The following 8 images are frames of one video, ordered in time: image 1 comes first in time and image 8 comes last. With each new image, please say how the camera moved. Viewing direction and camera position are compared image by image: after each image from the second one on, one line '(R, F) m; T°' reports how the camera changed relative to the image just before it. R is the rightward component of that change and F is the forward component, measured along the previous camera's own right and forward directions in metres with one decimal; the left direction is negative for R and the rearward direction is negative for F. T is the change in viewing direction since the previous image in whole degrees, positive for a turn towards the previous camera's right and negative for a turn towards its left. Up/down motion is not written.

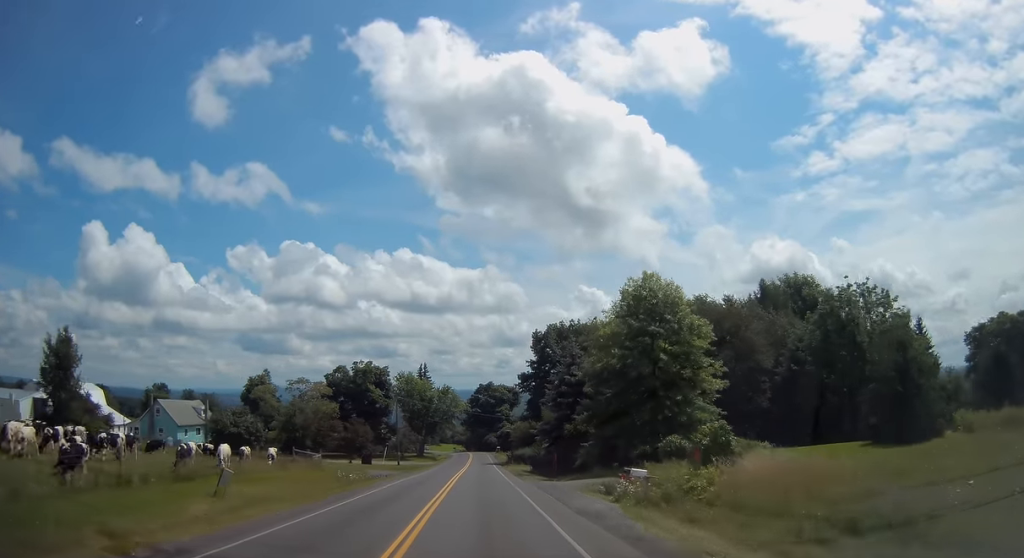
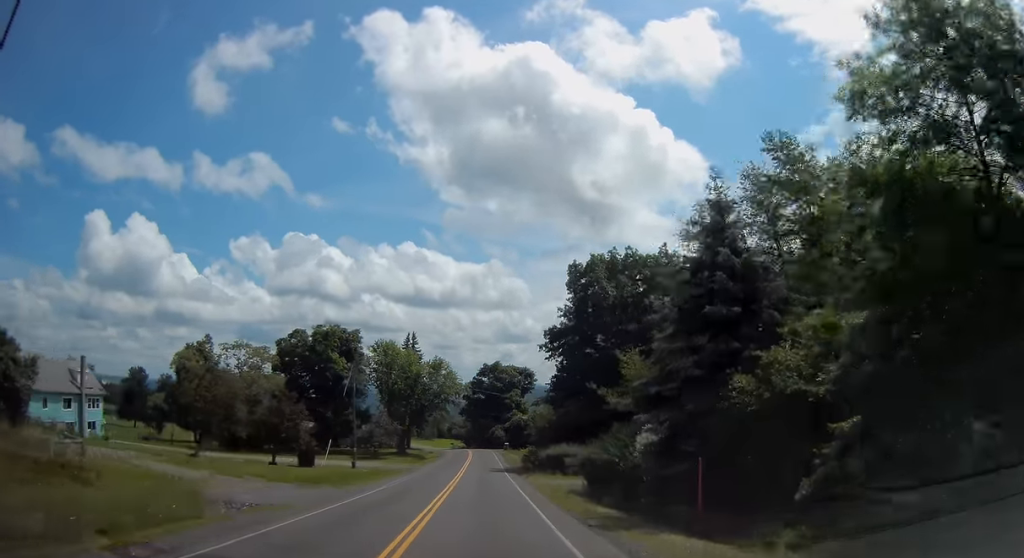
(+0.1, +30.2) m; +1°
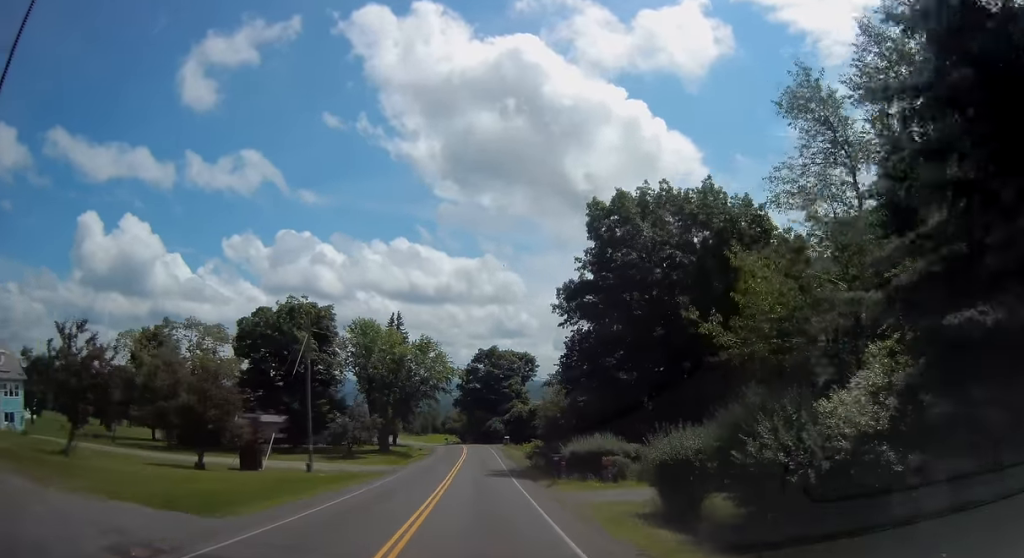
(+0.1, +12.8) m; 0°
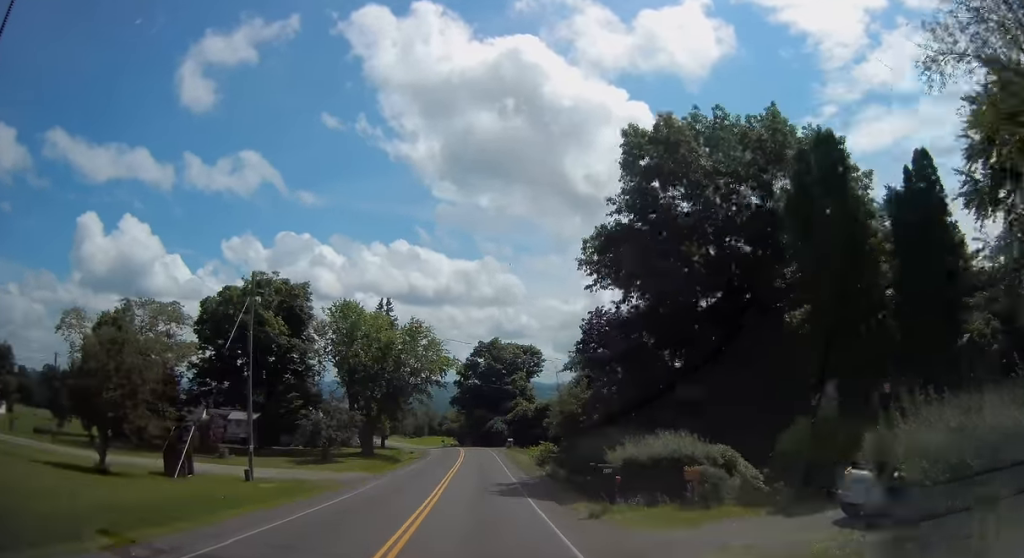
(0.0, +10.6) m; 0°
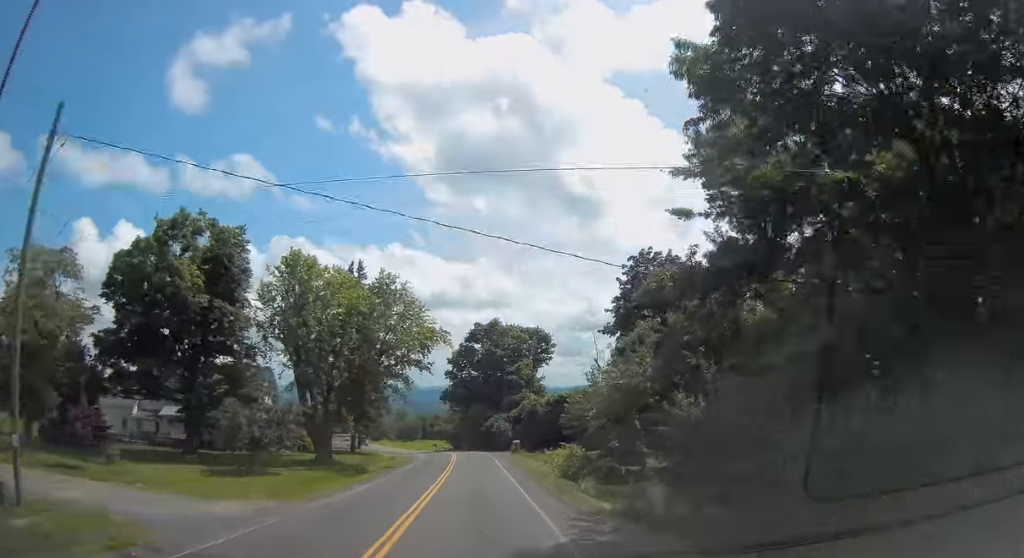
(0.0, +17.0) m; -1°
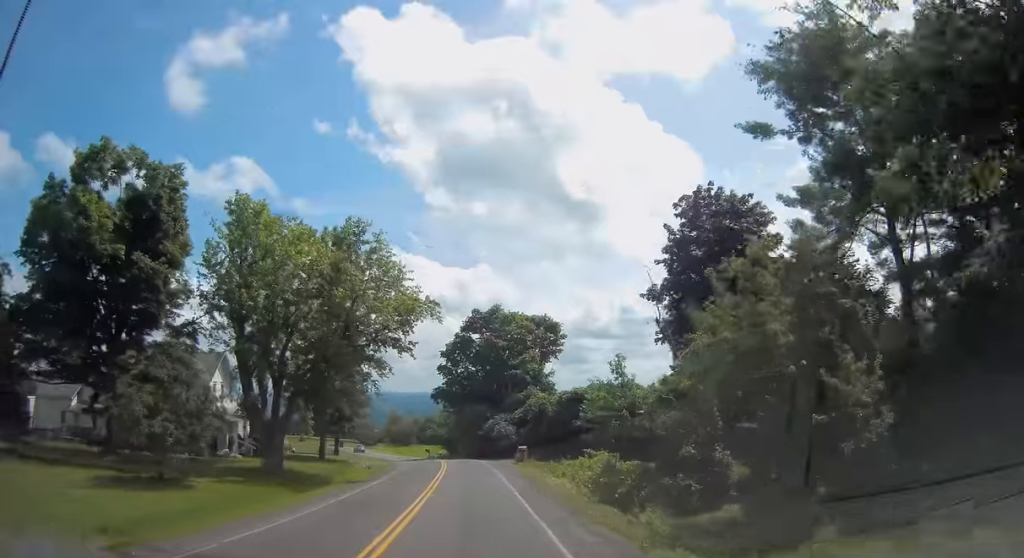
(0.0, +11.3) m; 0°
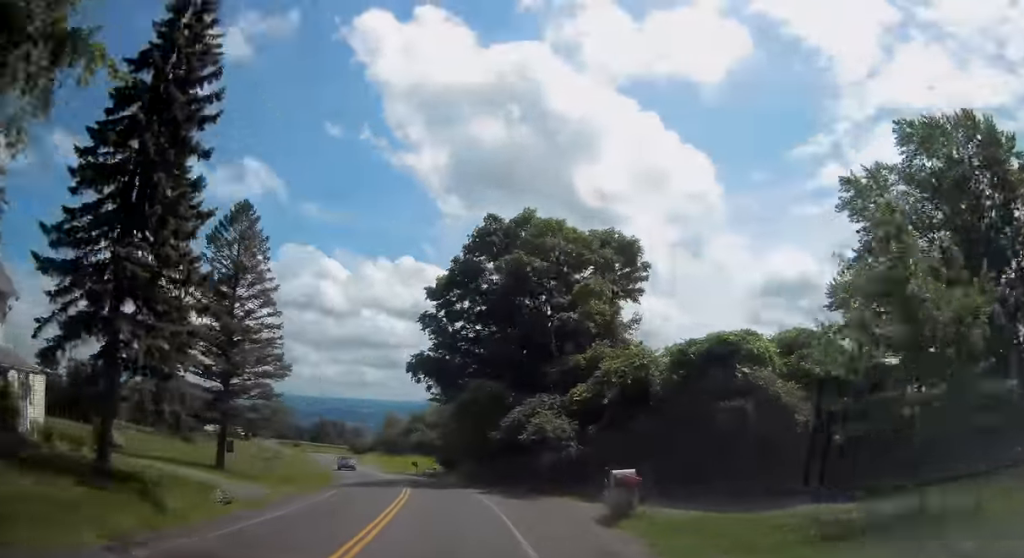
(0.0, +31.8) m; -1°
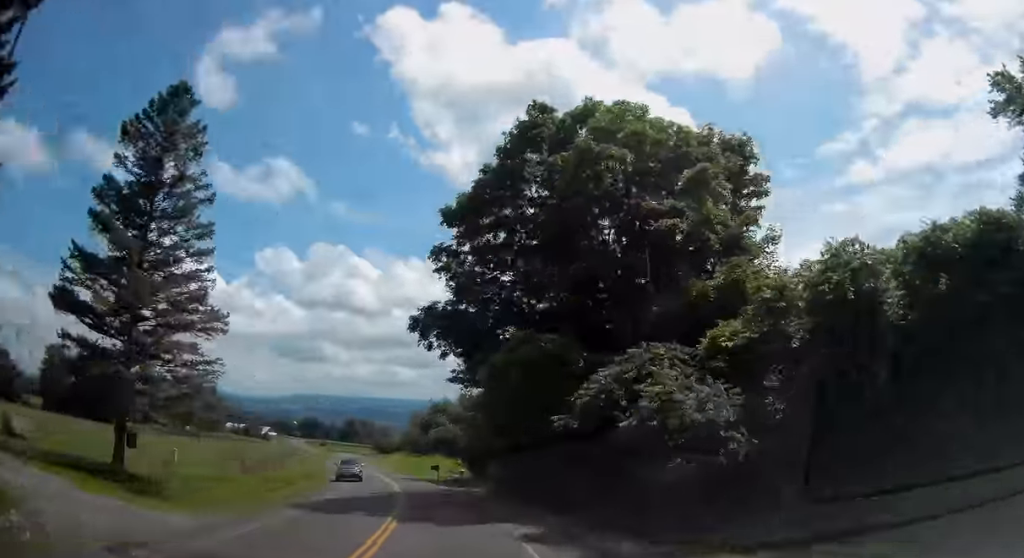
(-0.3, +13.5) m; -3°
